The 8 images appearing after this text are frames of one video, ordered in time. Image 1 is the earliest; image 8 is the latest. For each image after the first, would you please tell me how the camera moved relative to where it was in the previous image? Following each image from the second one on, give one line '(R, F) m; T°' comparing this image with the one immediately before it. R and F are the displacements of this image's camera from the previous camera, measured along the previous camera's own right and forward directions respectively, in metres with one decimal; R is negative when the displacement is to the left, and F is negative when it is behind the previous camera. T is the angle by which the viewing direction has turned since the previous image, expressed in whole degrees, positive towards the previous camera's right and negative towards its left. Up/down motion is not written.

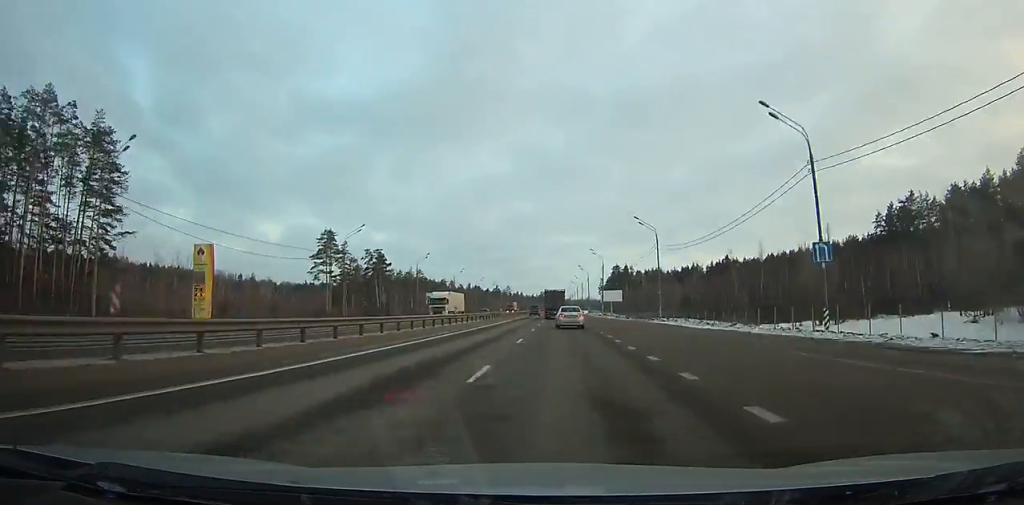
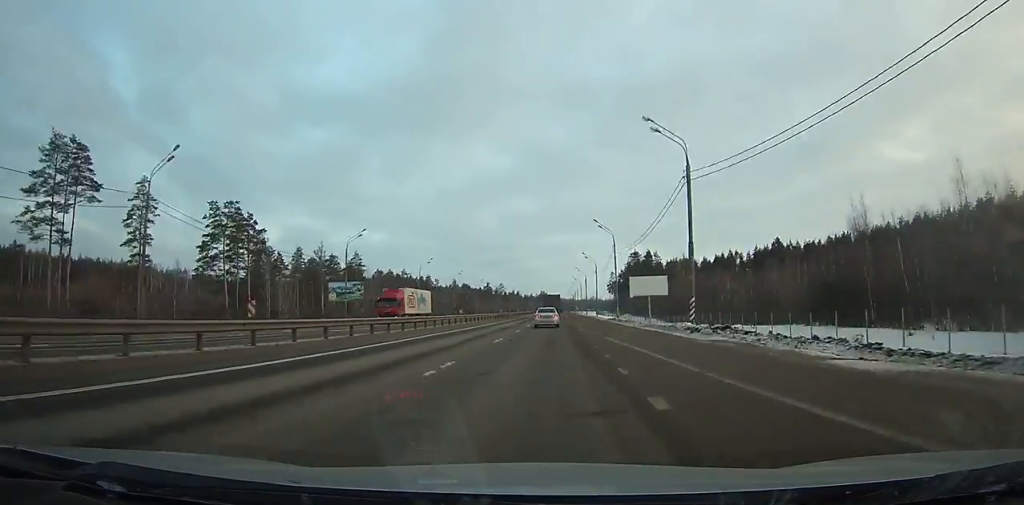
(+0.7, +70.5) m; 0°
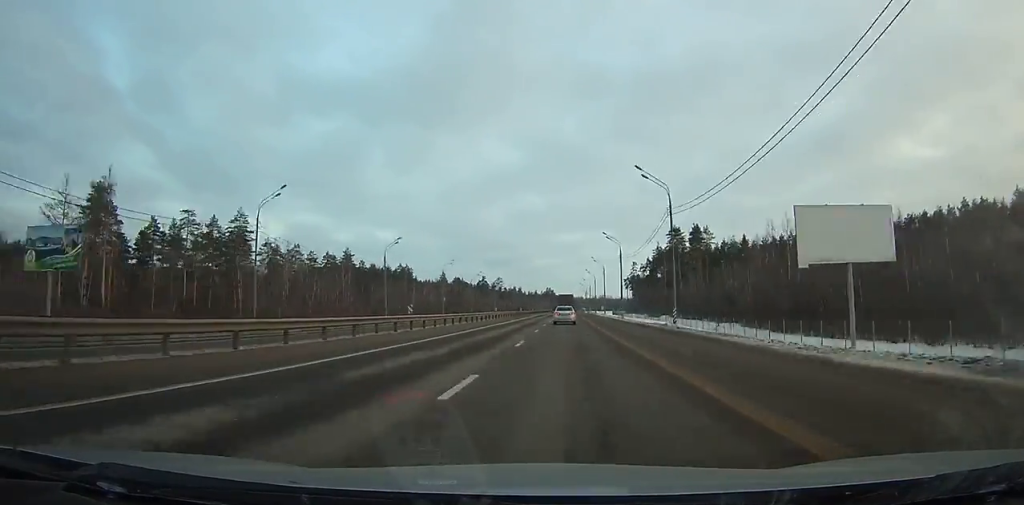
(-0.9, +64.2) m; 0°
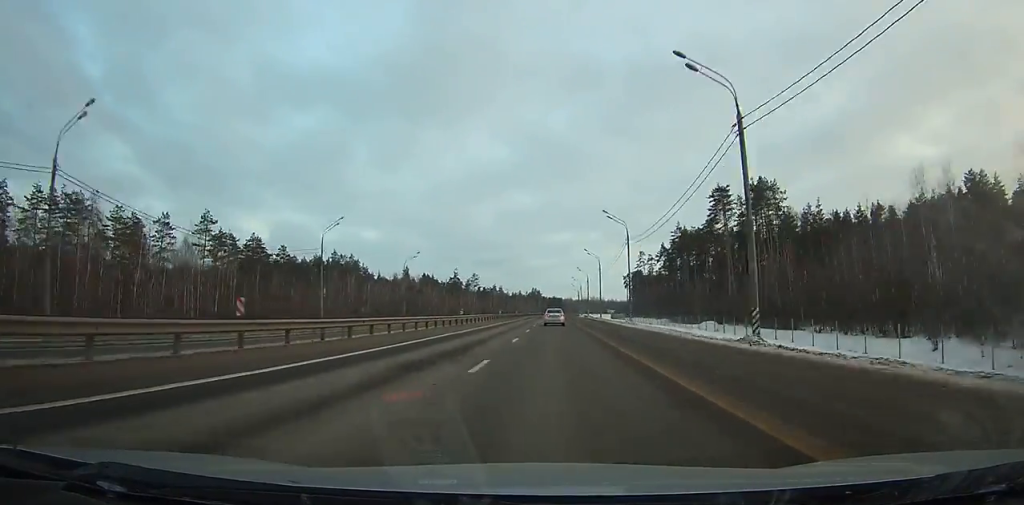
(+0.8, +56.8) m; +1°
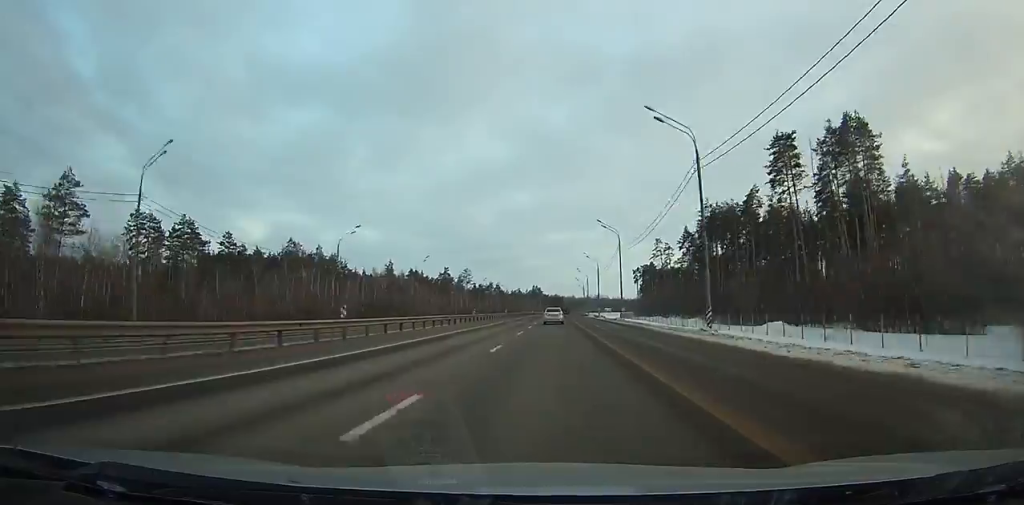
(0.0, +31.7) m; 0°
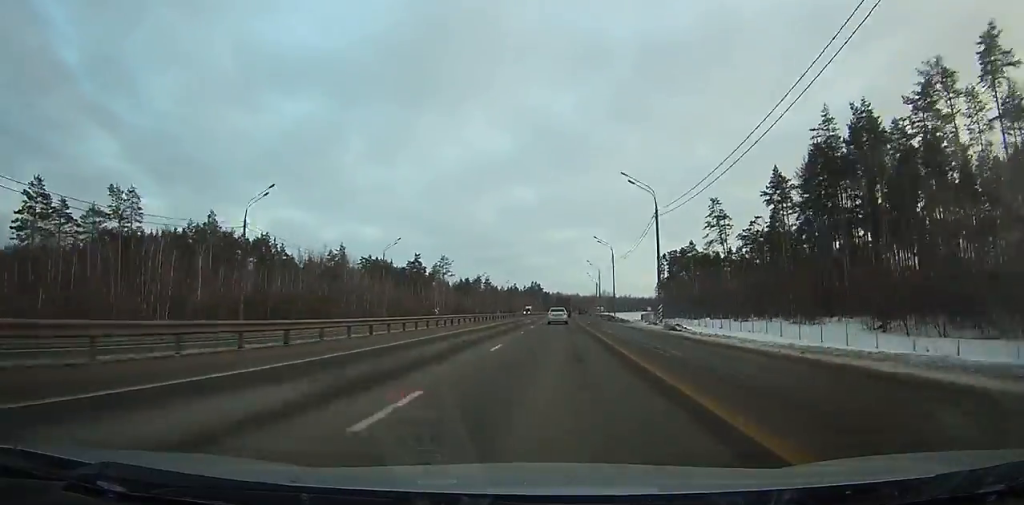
(-0.1, +60.0) m; 0°
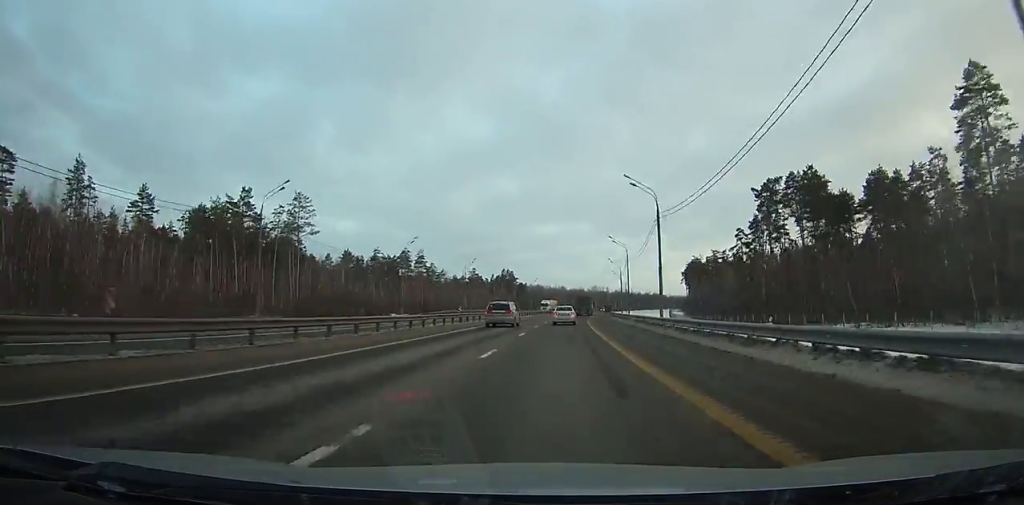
(+0.9, +109.5) m; +2°
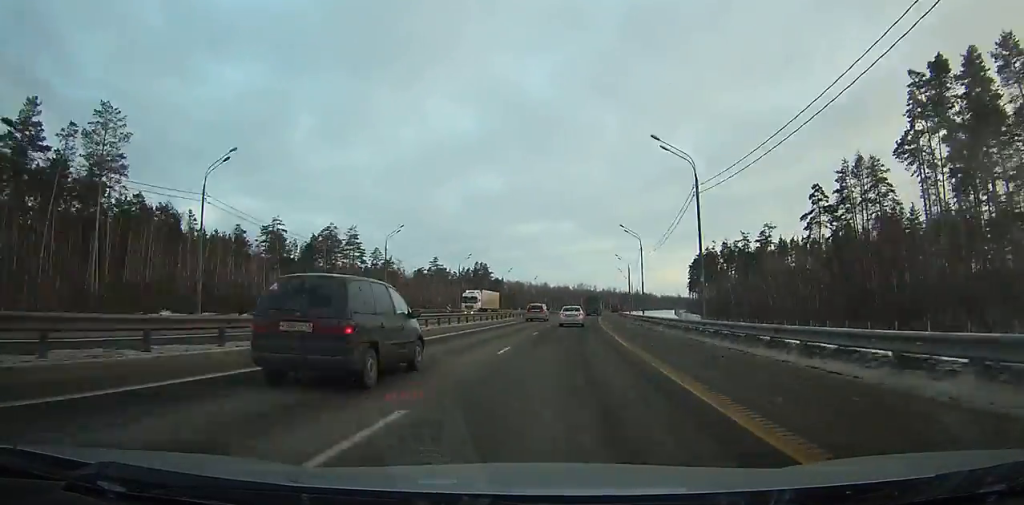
(+0.8, +45.7) m; +2°
